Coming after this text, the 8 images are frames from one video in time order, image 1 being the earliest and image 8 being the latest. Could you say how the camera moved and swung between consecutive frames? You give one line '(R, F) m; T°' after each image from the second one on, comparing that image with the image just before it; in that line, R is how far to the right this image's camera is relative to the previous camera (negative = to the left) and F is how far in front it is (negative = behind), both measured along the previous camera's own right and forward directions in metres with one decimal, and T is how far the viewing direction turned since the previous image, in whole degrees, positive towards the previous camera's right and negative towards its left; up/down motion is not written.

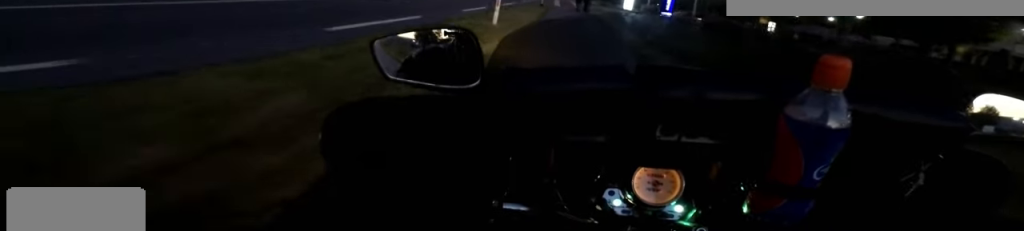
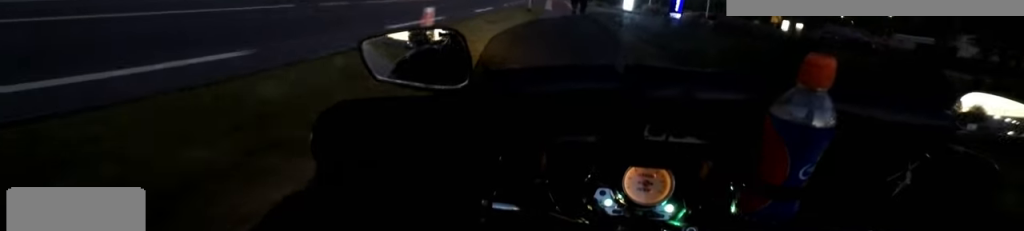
(+0.2, +4.6) m; +2°
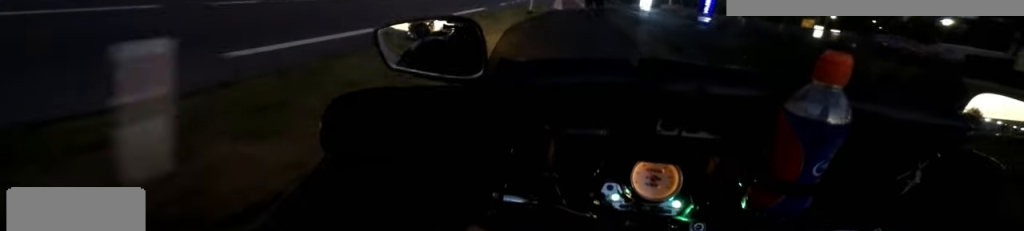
(0.0, +3.5) m; -1°
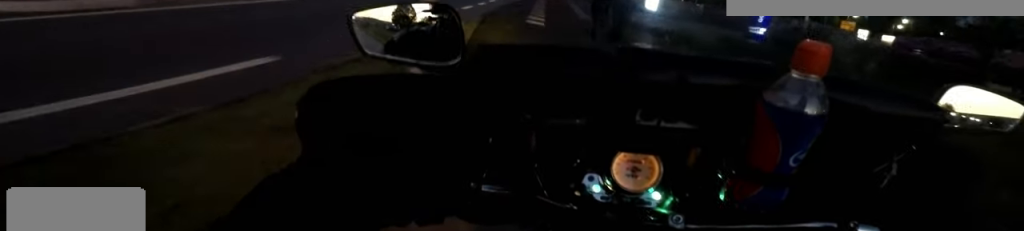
(-0.3, +8.9) m; -1°
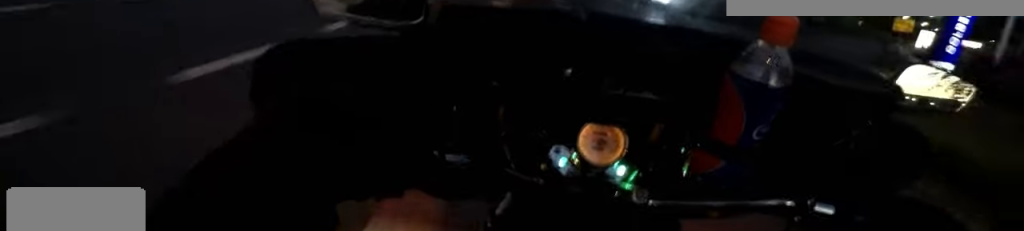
(+0.3, +9.9) m; +3°
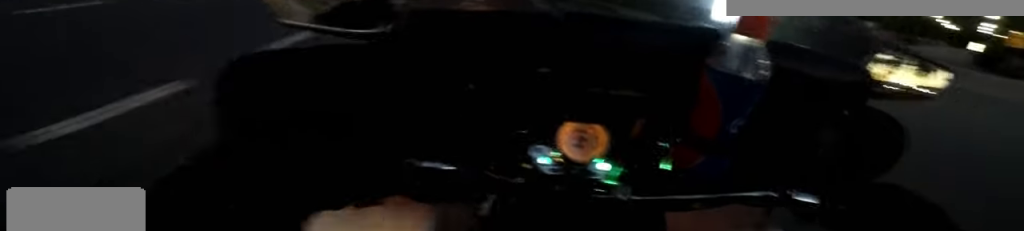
(0.0, +9.3) m; 0°
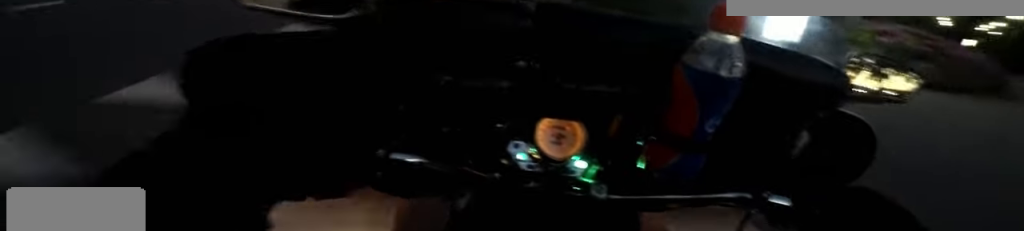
(0.0, +4.1) m; 0°
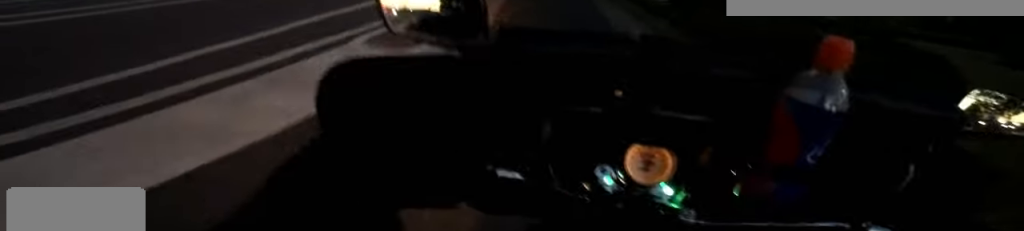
(0.0, +12.4) m; 0°
